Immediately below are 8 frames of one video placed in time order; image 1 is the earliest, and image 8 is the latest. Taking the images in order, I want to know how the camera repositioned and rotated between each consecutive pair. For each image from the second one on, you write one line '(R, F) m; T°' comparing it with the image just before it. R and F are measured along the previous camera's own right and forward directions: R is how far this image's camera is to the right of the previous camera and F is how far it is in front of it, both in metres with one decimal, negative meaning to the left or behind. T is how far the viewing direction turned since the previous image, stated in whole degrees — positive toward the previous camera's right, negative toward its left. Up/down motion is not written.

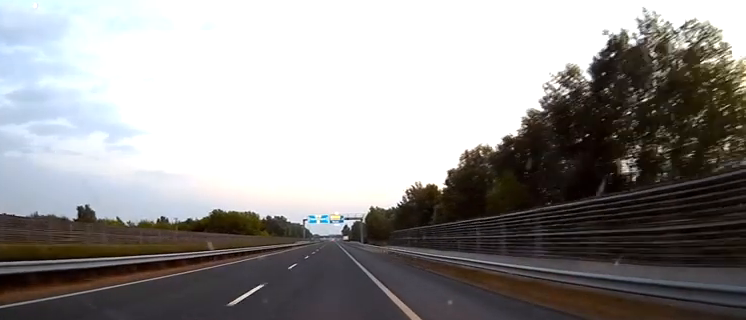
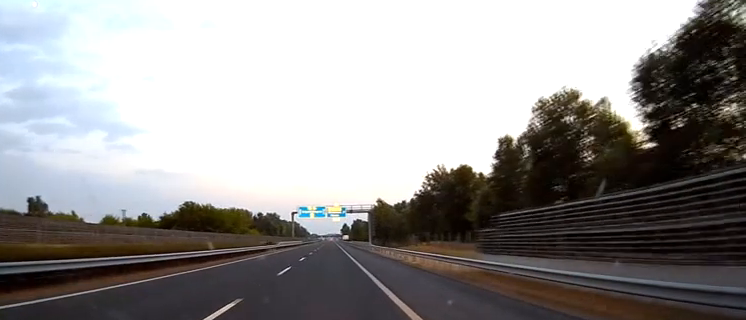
(-0.1, +41.5) m; 0°
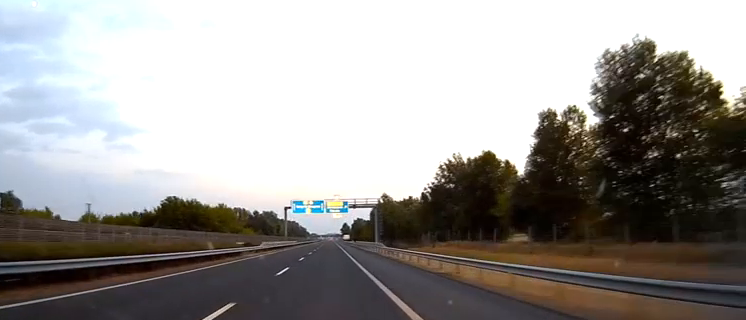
(0.0, +18.6) m; 0°
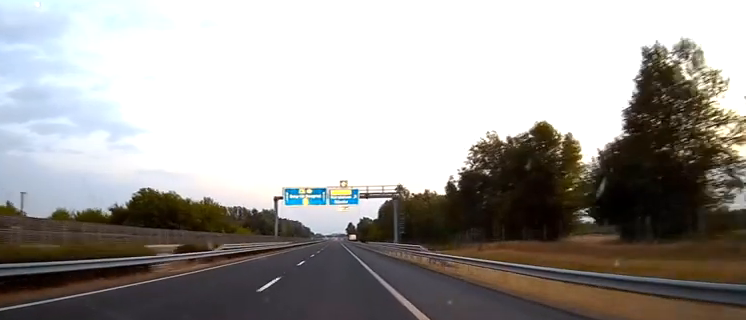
(0.0, +25.8) m; 0°
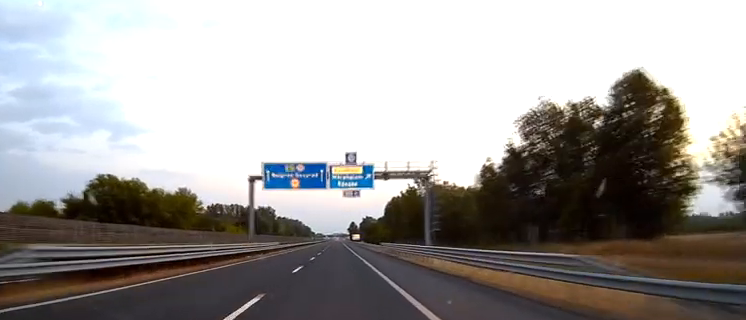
(-0.2, +25.9) m; 0°
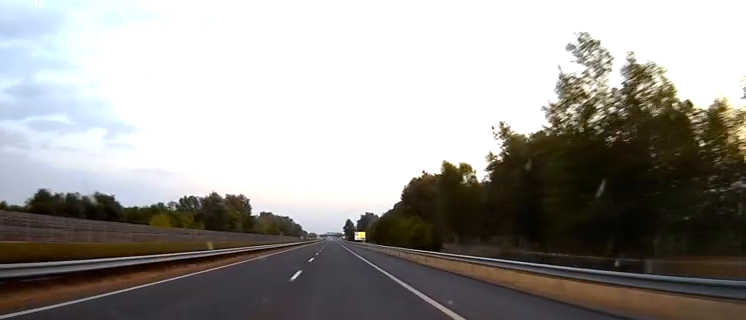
(+0.3, +78.0) m; 0°
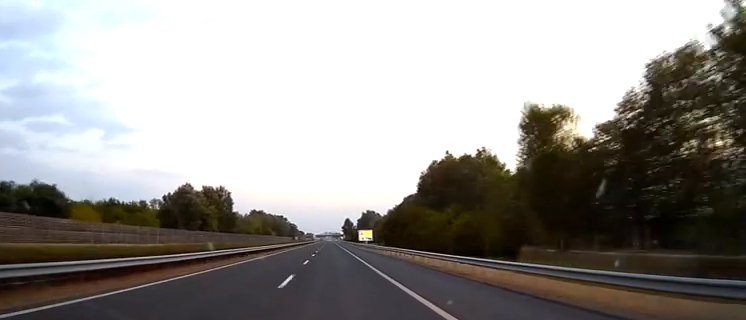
(0.0, +39.1) m; 0°
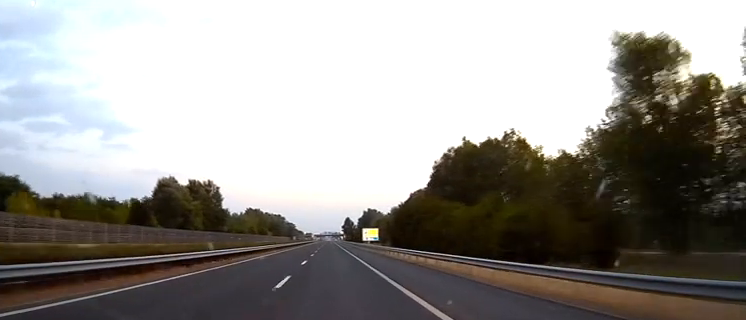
(0.0, +18.9) m; 0°
